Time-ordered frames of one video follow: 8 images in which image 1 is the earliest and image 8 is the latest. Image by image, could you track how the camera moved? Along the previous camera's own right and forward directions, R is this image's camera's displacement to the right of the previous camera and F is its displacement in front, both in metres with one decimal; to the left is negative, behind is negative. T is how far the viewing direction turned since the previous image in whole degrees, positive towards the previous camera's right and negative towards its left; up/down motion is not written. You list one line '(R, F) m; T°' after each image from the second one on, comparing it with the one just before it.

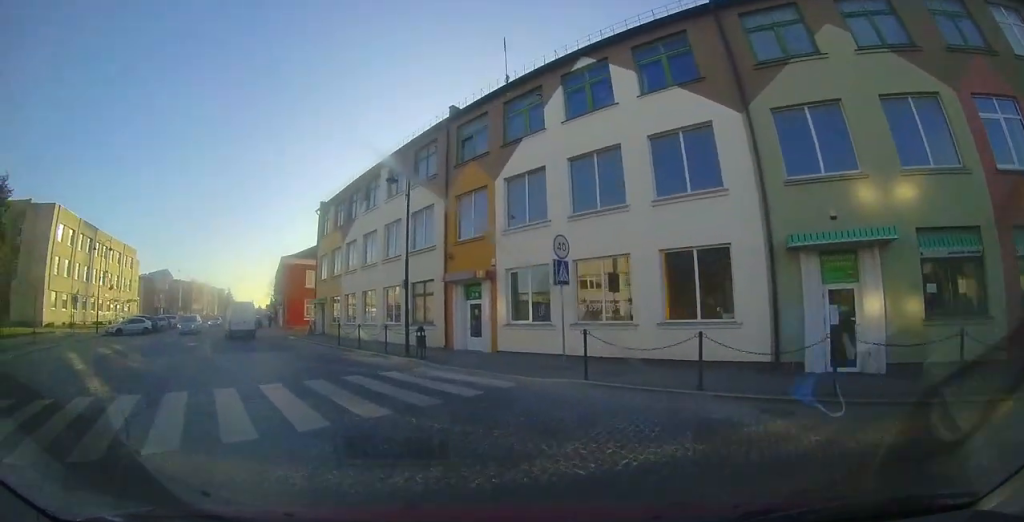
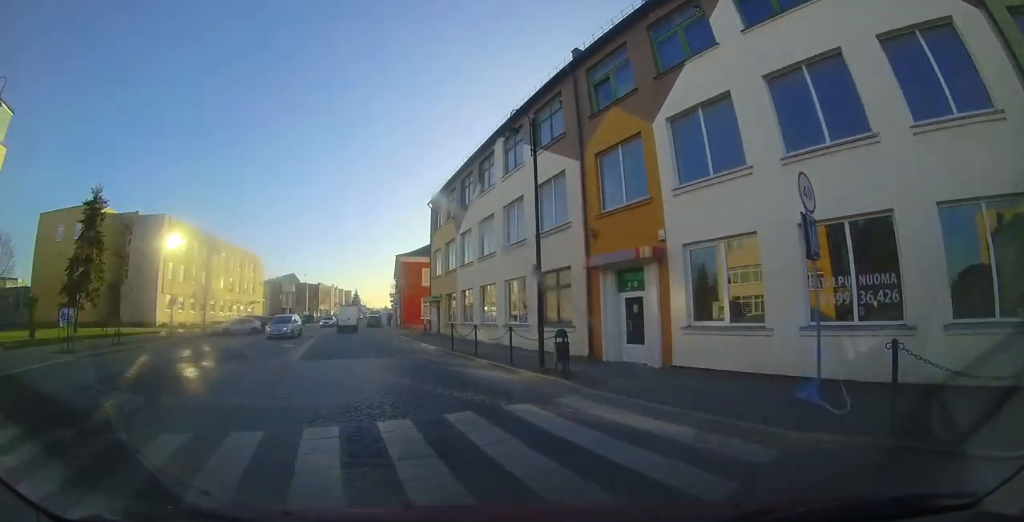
(-0.5, +2.9) m; -15°
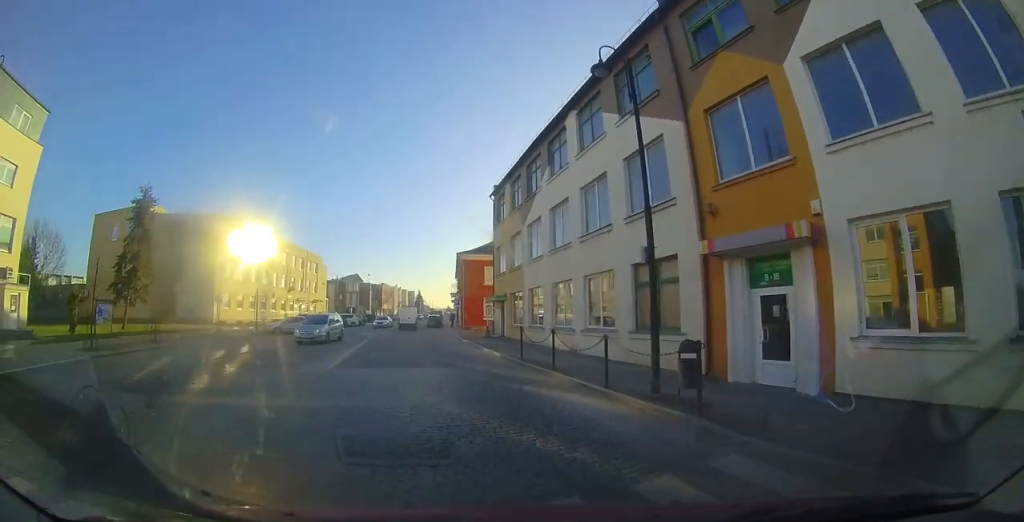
(-0.2, +2.1) m; -1°
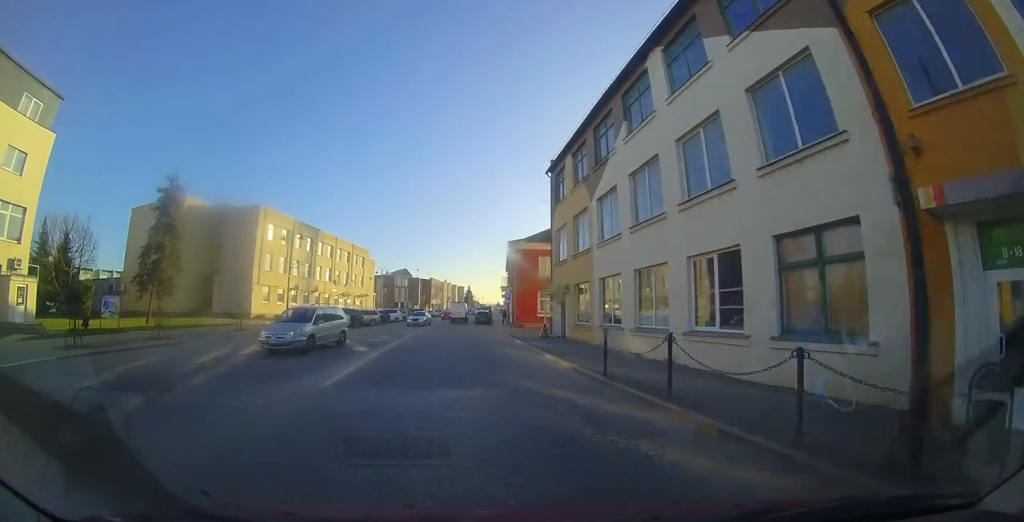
(-0.1, +2.8) m; -1°
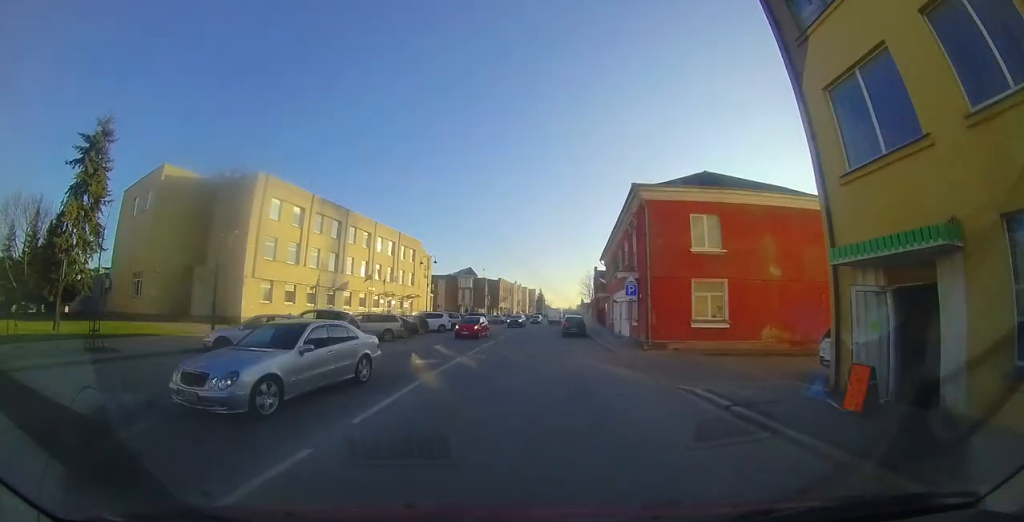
(-1.2, +17.0) m; -13°
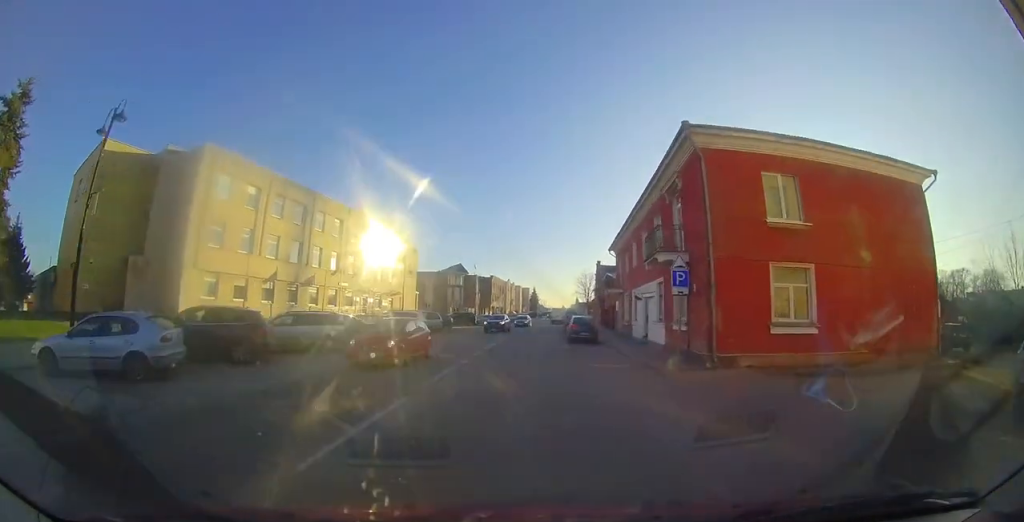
(-0.5, +6.7) m; -3°
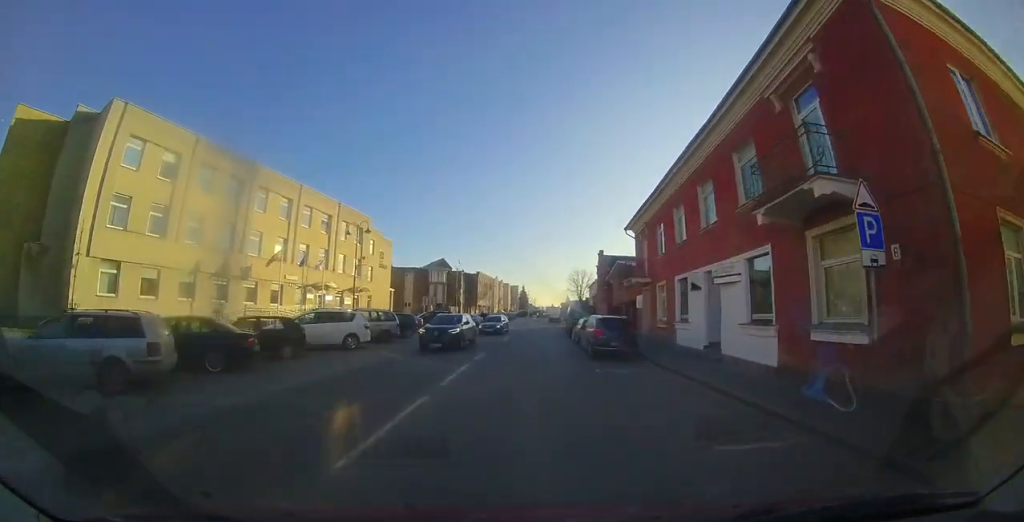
(0.0, +8.2) m; +4°
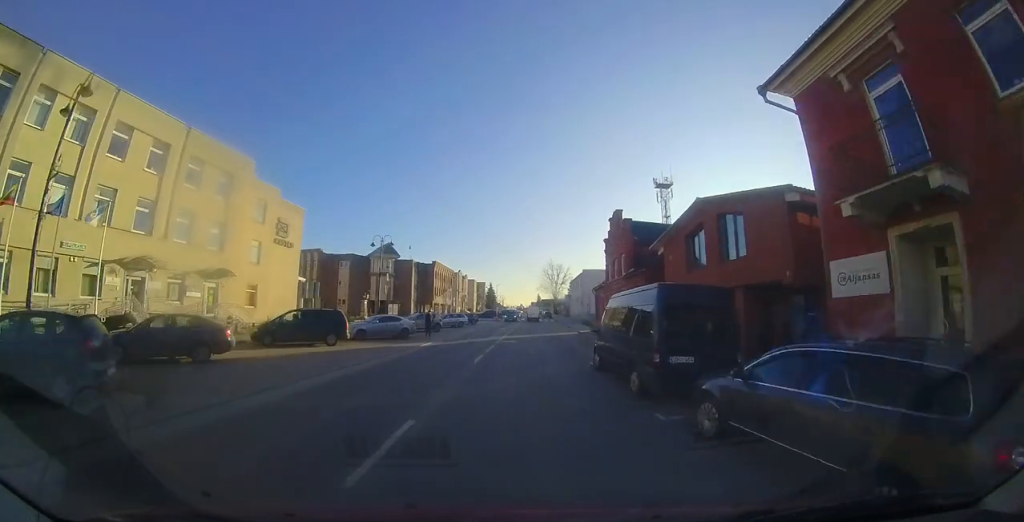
(+1.4, +17.3) m; +7°
